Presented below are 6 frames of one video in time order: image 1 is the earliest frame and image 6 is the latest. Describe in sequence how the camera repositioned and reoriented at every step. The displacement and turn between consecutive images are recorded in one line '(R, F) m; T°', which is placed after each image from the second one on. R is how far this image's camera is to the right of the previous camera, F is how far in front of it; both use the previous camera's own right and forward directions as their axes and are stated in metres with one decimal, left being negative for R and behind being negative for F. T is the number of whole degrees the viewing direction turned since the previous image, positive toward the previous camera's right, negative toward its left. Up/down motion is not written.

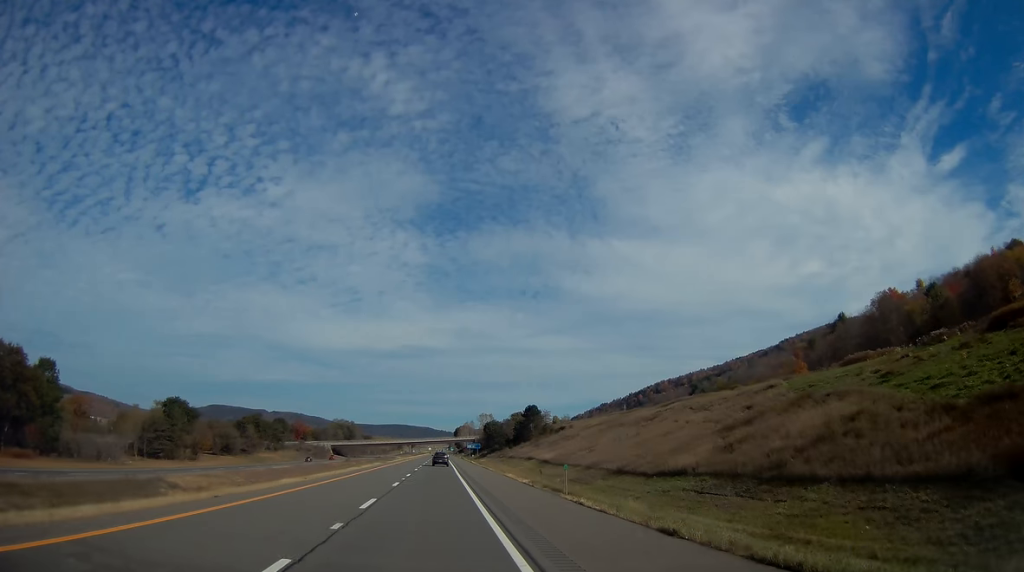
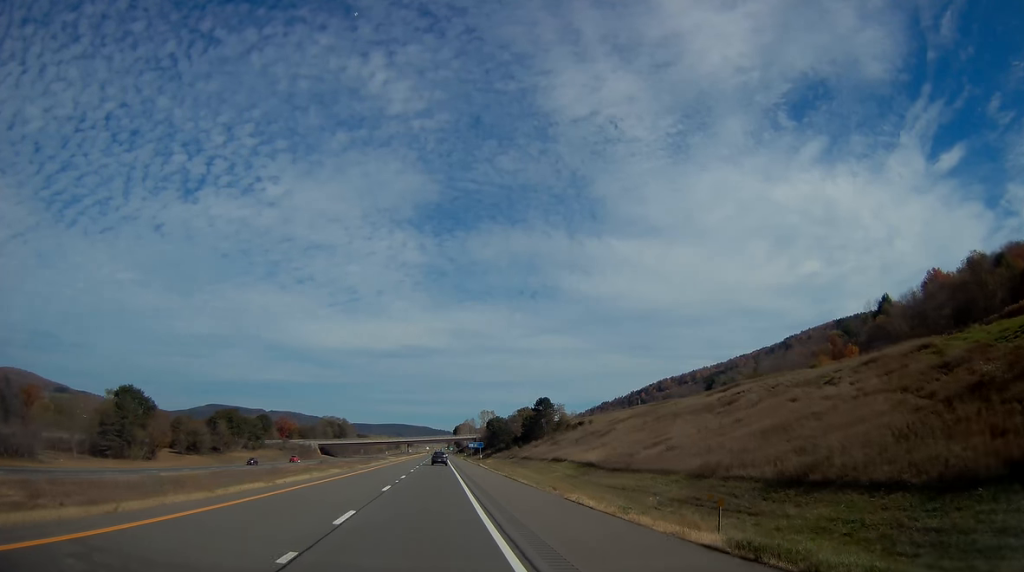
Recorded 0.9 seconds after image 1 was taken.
(0.0, +28.5) m; 0°
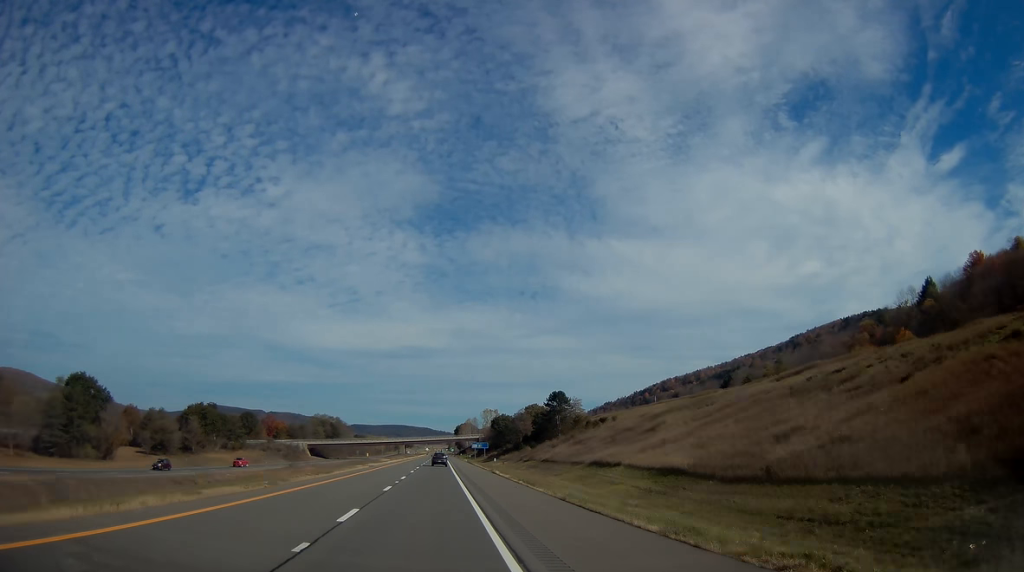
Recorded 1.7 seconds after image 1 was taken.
(0.0, +23.3) m; 0°
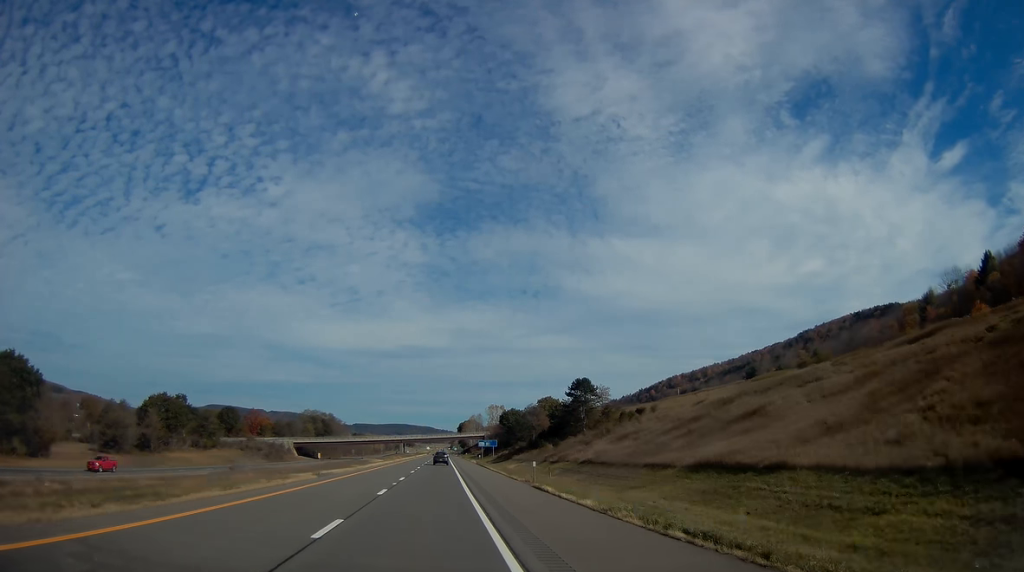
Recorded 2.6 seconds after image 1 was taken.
(0.0, +27.4) m; 0°
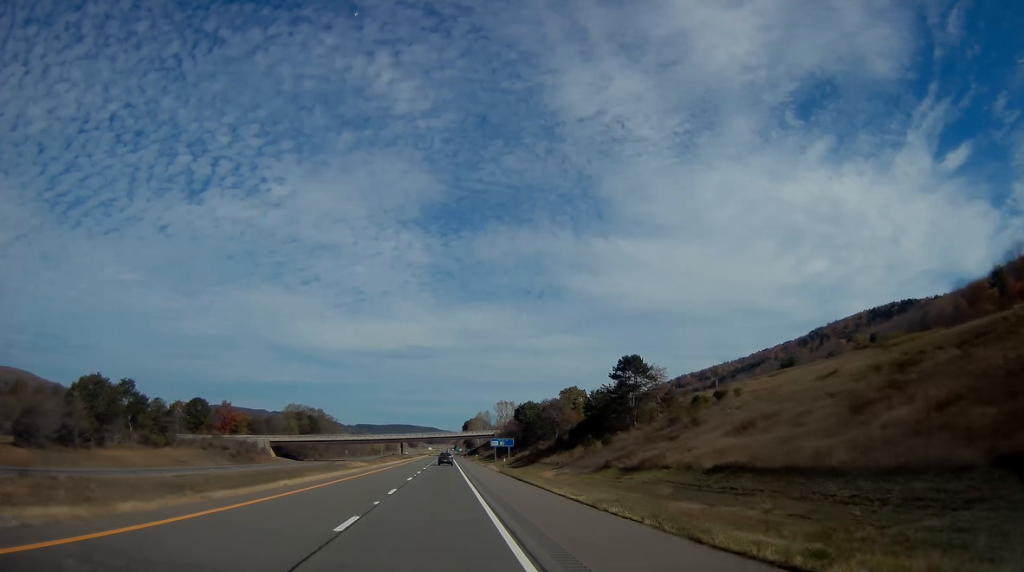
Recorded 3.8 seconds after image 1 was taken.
(-0.3, +35.6) m; 0°
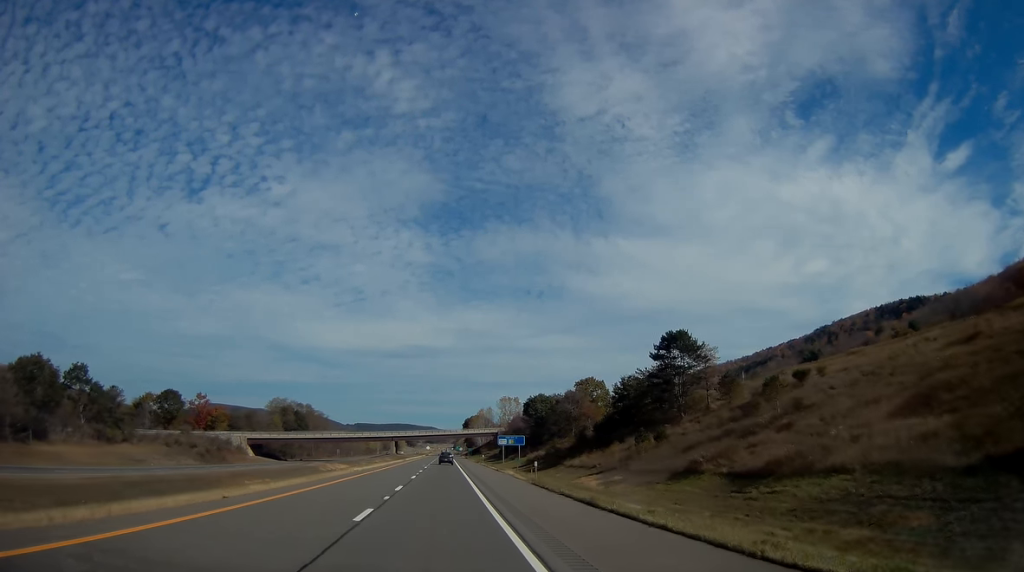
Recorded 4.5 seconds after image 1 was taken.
(+0.1, +22.4) m; 0°
